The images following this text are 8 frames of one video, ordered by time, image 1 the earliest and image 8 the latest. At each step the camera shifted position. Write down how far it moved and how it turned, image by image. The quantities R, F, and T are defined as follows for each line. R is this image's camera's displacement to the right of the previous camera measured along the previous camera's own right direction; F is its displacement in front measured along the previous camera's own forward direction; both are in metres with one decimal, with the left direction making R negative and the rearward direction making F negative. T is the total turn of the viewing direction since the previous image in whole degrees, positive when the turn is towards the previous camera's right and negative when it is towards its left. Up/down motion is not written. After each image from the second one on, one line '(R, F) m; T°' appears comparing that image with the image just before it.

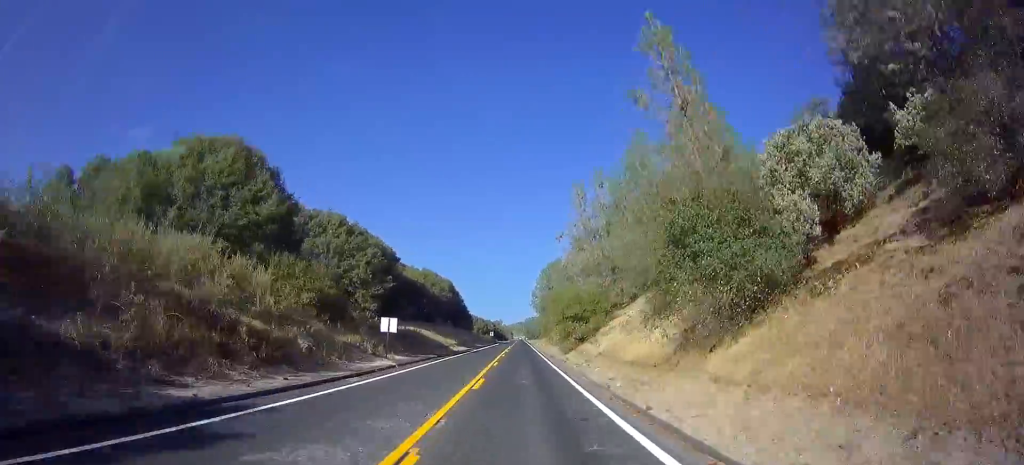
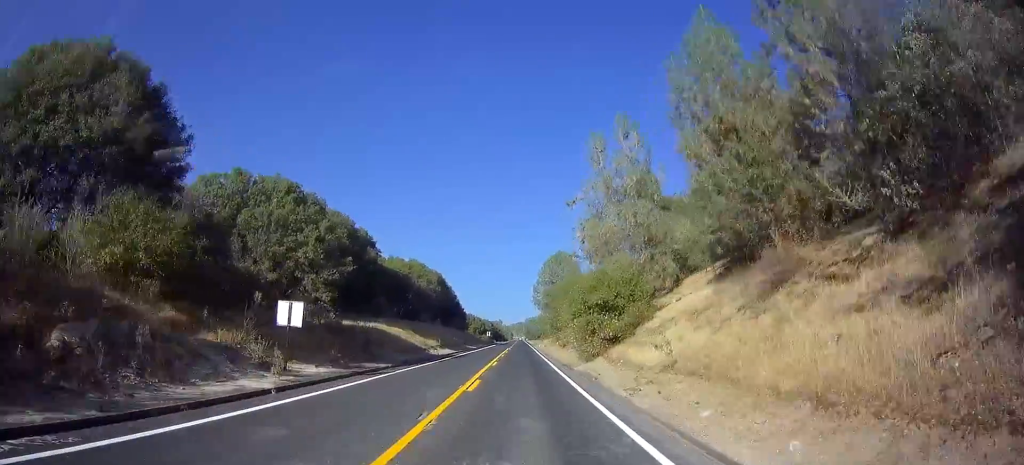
(0.0, +14.7) m; 0°
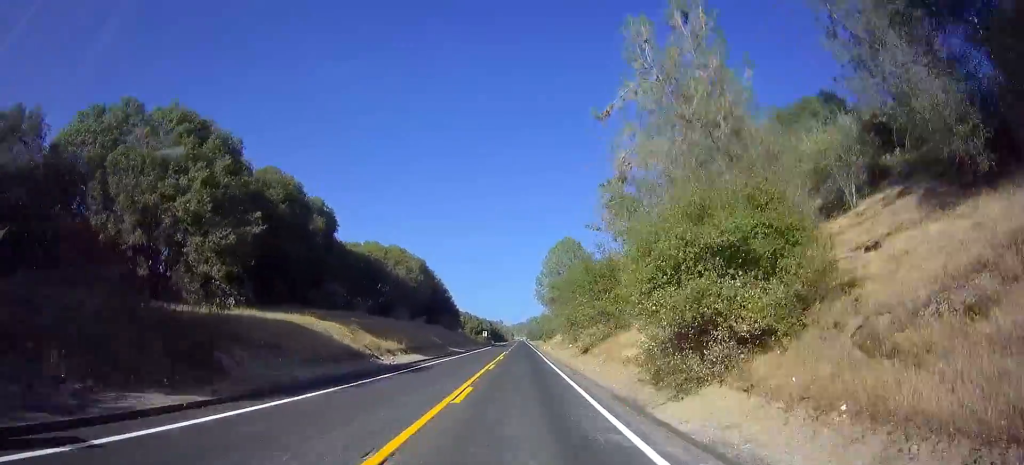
(0.0, +17.5) m; 0°
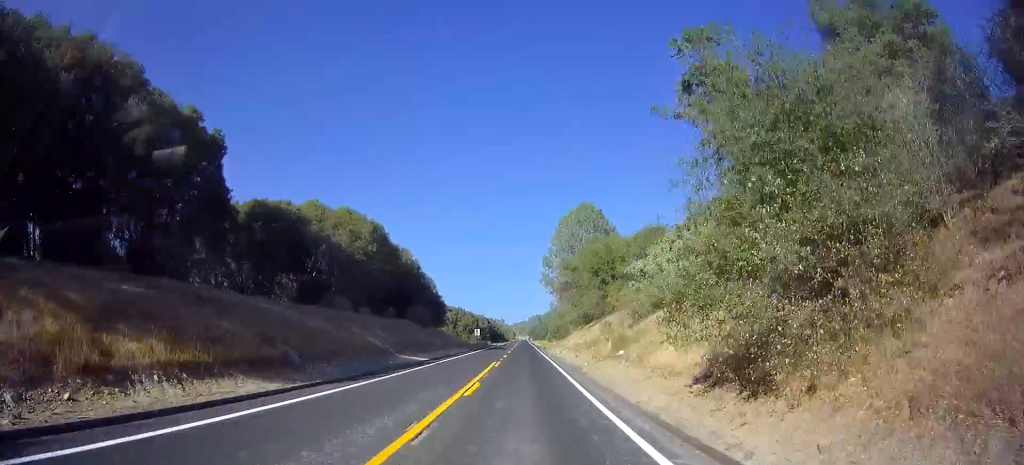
(-0.2, +25.9) m; 0°
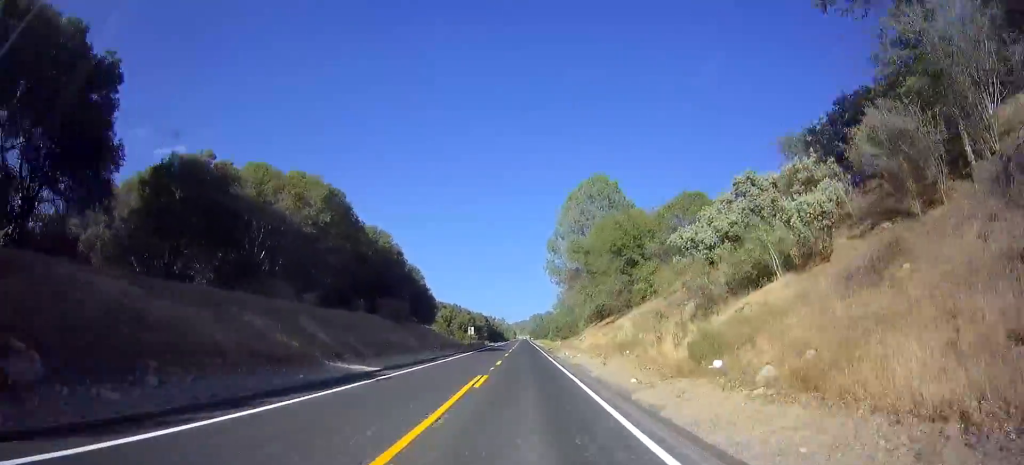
(0.0, +13.0) m; 0°
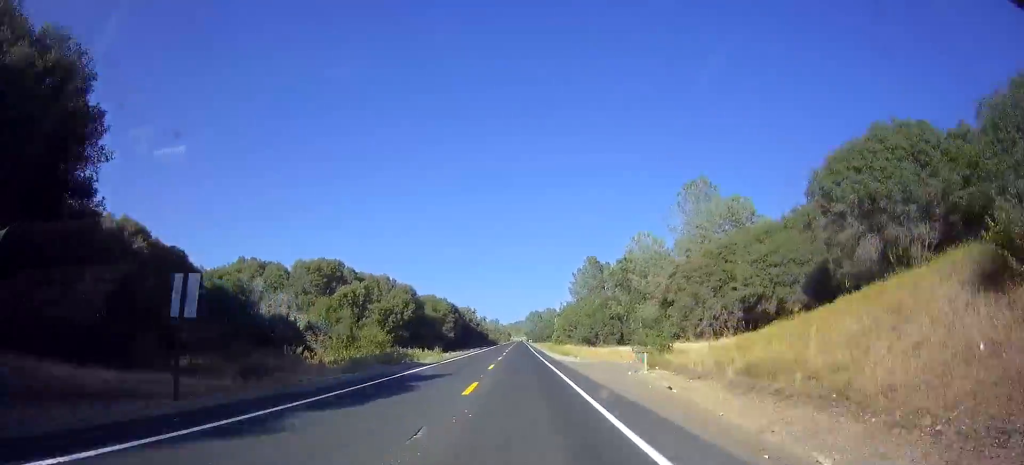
(+0.2, +72.4) m; 0°
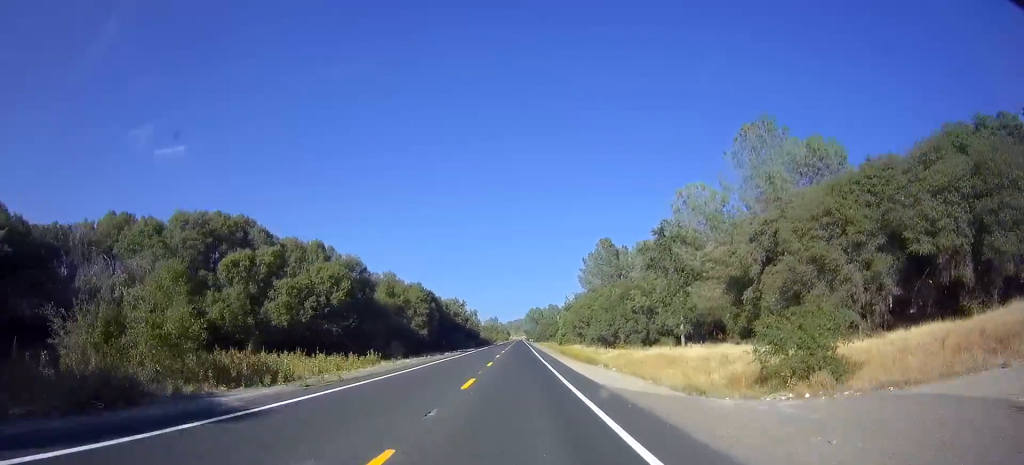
(+0.2, +26.1) m; 0°
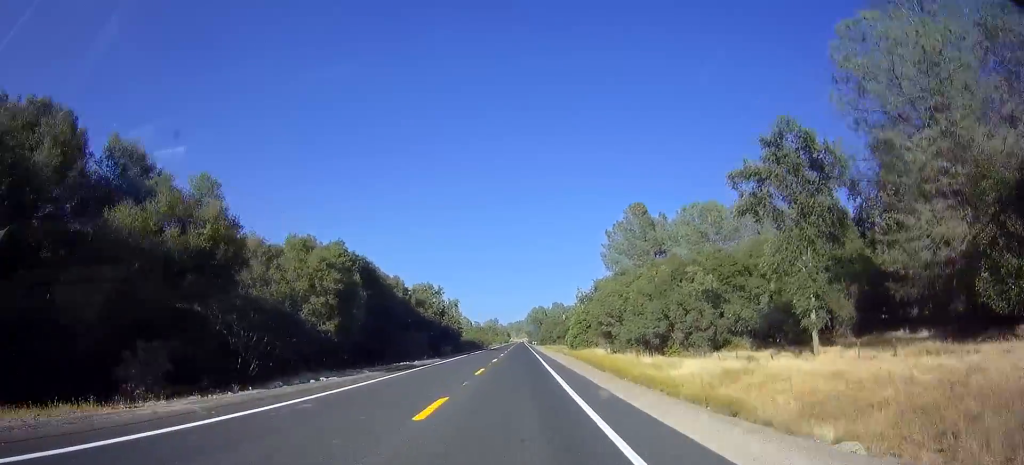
(-0.2, +34.7) m; 0°
